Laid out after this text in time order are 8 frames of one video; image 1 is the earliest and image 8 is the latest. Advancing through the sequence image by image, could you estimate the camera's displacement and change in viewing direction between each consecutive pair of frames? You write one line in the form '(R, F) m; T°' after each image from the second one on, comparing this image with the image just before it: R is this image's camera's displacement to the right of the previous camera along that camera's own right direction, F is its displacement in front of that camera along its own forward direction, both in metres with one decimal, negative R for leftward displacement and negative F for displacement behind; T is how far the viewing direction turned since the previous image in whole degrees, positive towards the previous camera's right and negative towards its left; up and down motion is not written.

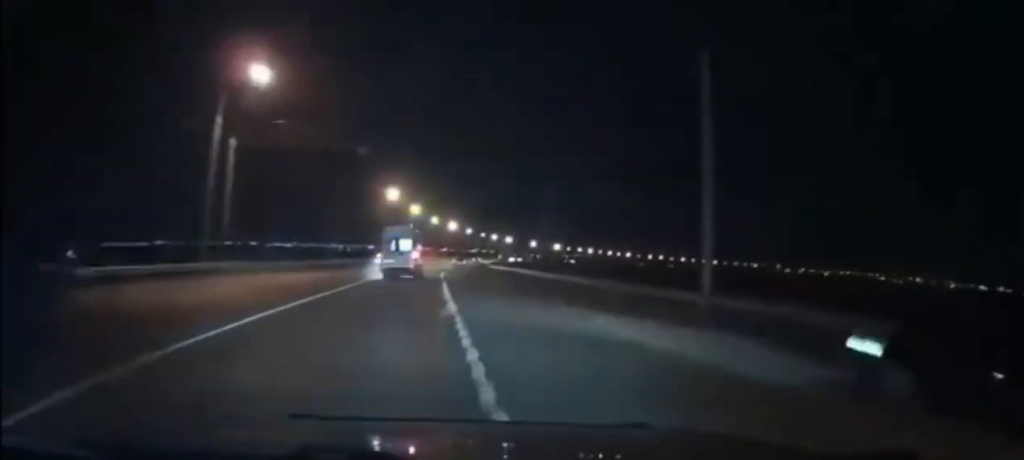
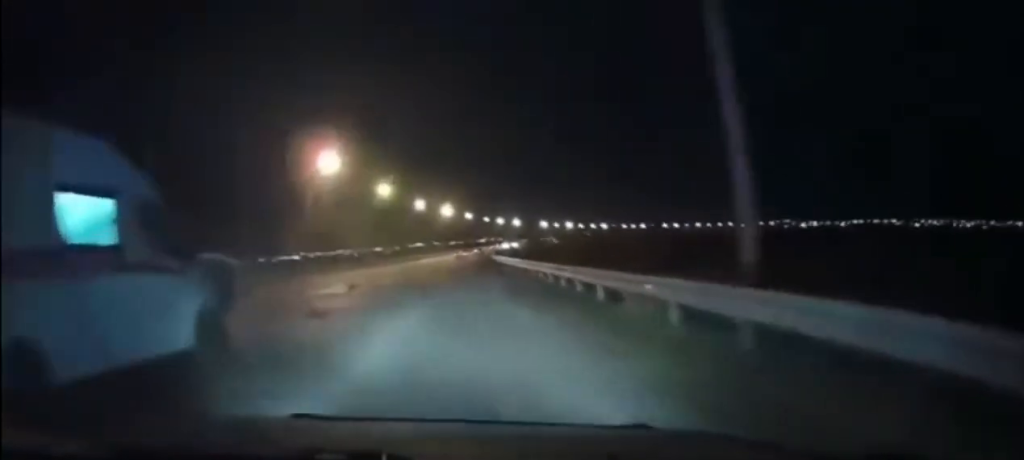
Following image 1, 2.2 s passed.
(+1.4, +38.3) m; +2°
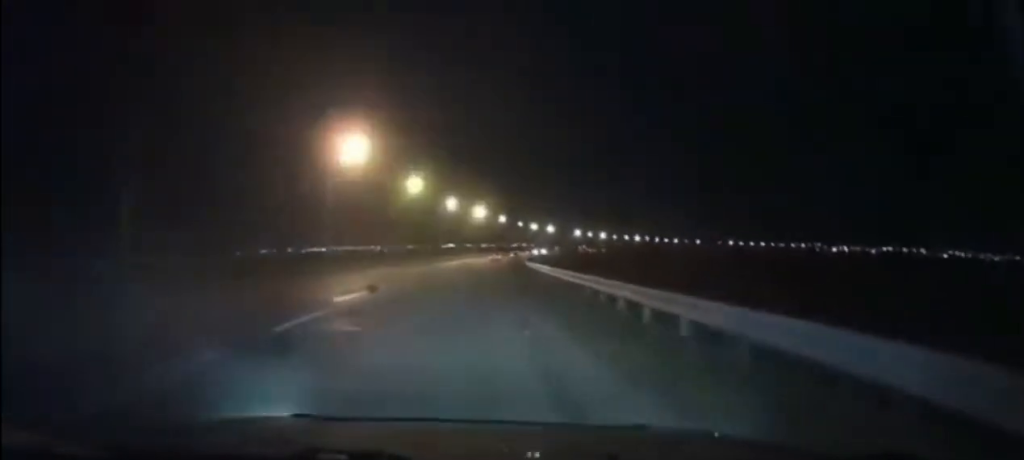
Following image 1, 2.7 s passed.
(0.0, +6.4) m; -1°
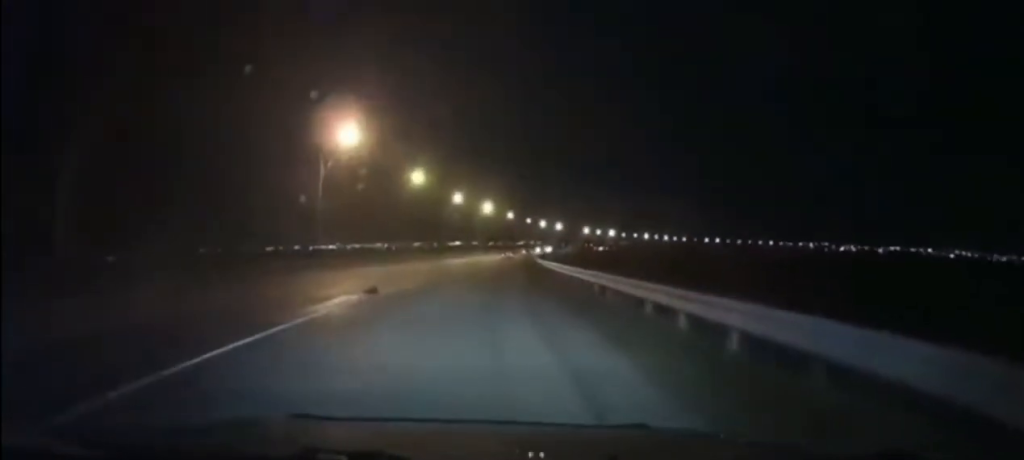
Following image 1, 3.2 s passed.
(-0.1, +5.9) m; 0°
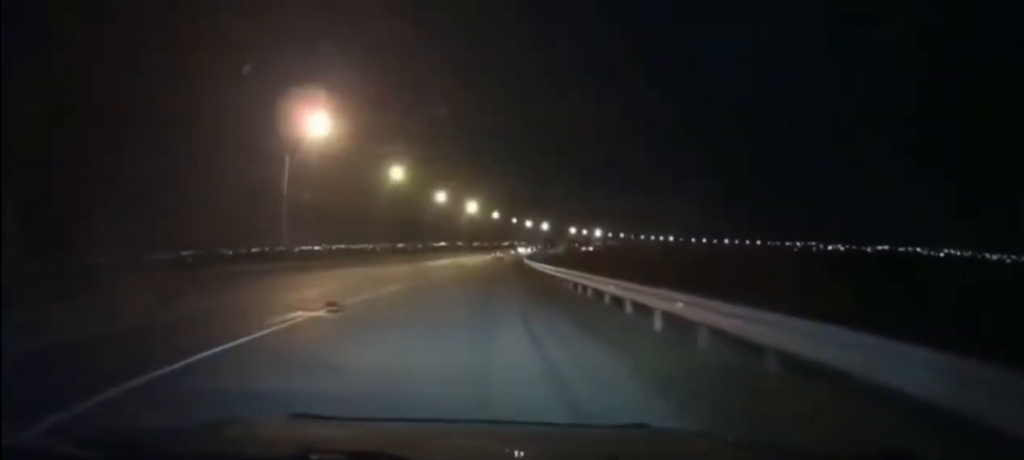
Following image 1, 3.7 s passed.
(-0.1, +6.0) m; +1°
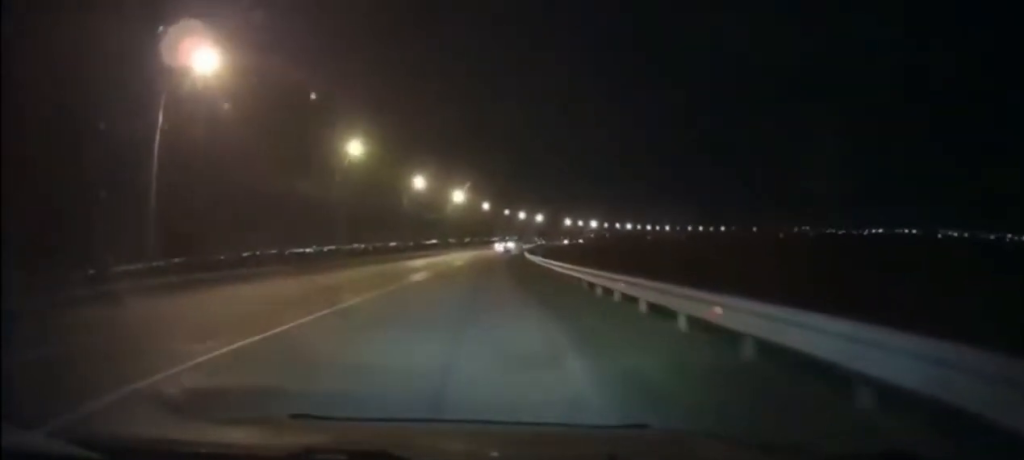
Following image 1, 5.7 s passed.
(0.0, +17.1) m; -3°
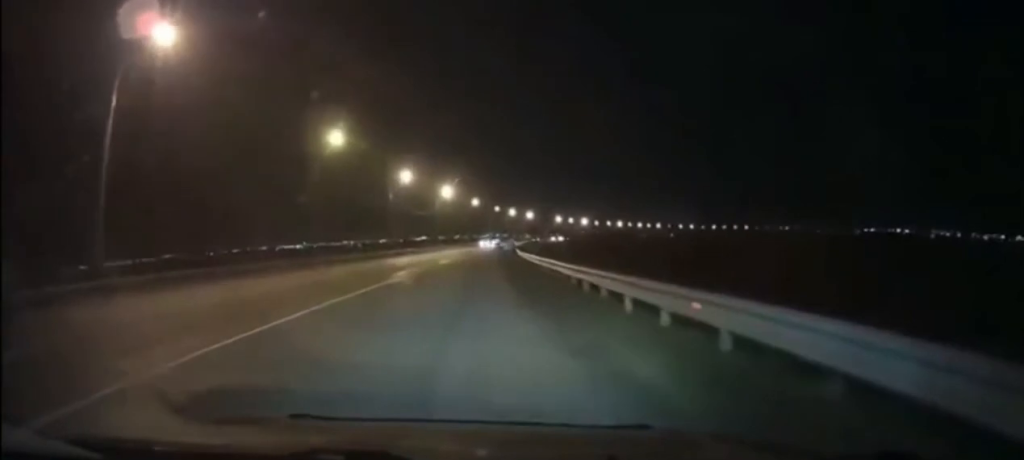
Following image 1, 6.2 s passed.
(0.0, +3.6) m; -1°
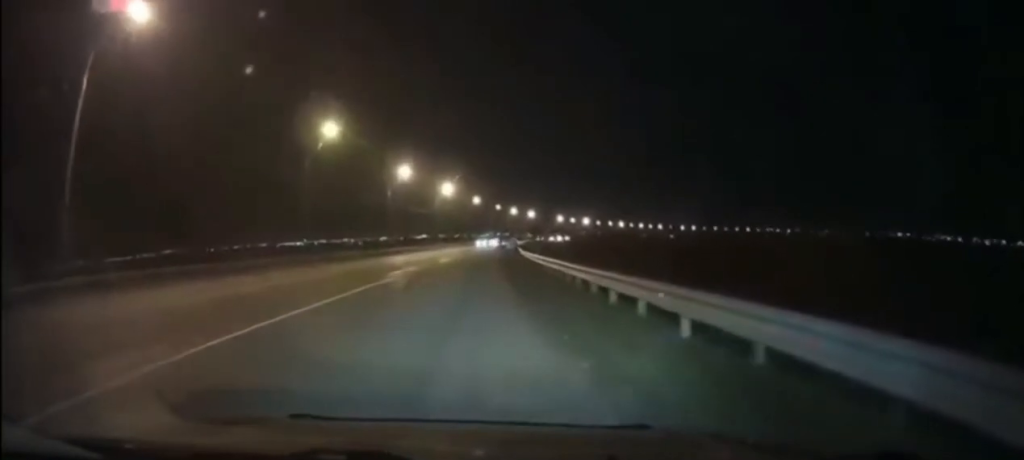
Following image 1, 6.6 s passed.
(0.0, +2.9) m; 0°
